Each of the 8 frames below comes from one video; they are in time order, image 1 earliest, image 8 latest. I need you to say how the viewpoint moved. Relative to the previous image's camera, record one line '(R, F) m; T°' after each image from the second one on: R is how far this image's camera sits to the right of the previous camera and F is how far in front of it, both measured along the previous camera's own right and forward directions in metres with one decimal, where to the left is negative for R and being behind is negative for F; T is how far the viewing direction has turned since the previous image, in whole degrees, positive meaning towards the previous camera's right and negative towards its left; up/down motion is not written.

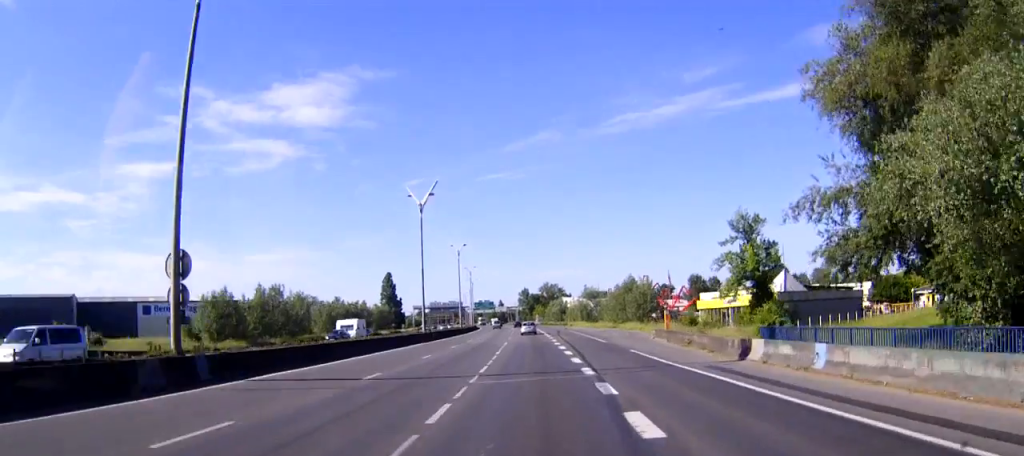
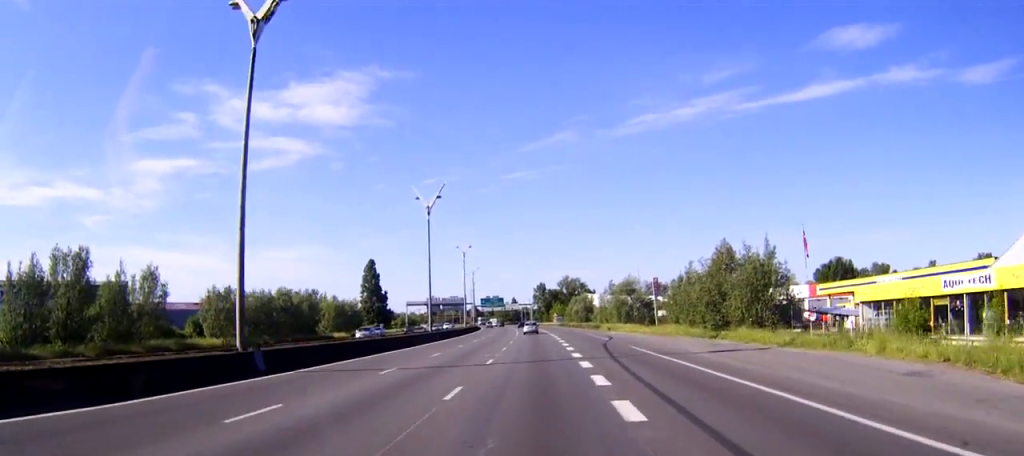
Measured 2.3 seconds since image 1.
(-0.2, +50.9) m; -1°
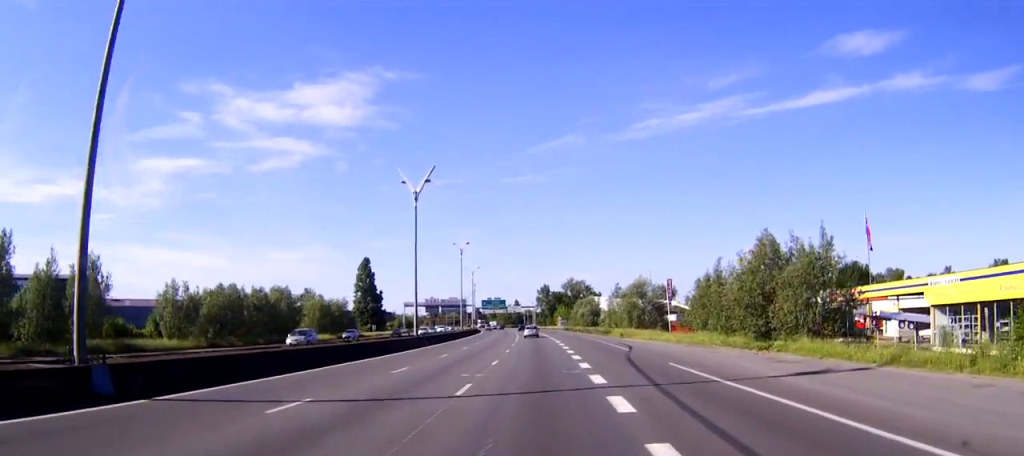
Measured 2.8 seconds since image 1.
(-0.1, +11.0) m; 0°
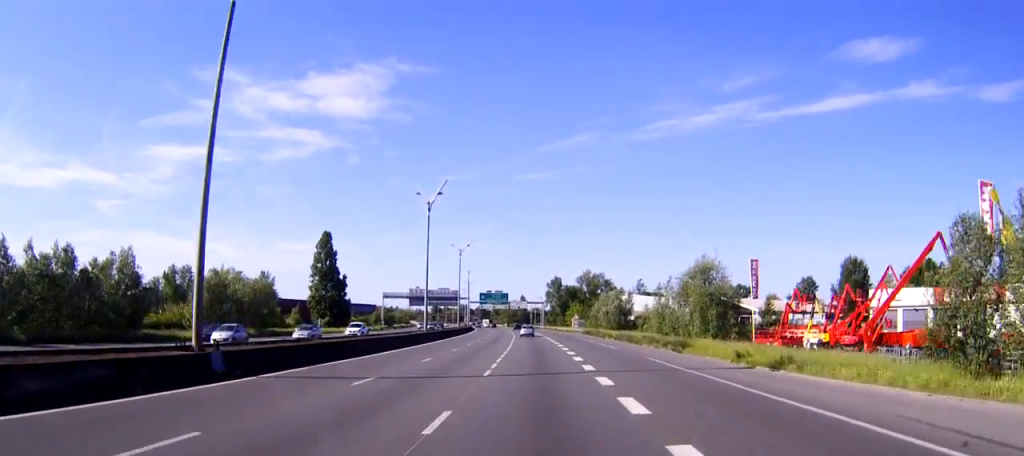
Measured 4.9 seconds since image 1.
(-0.6, +45.7) m; -1°
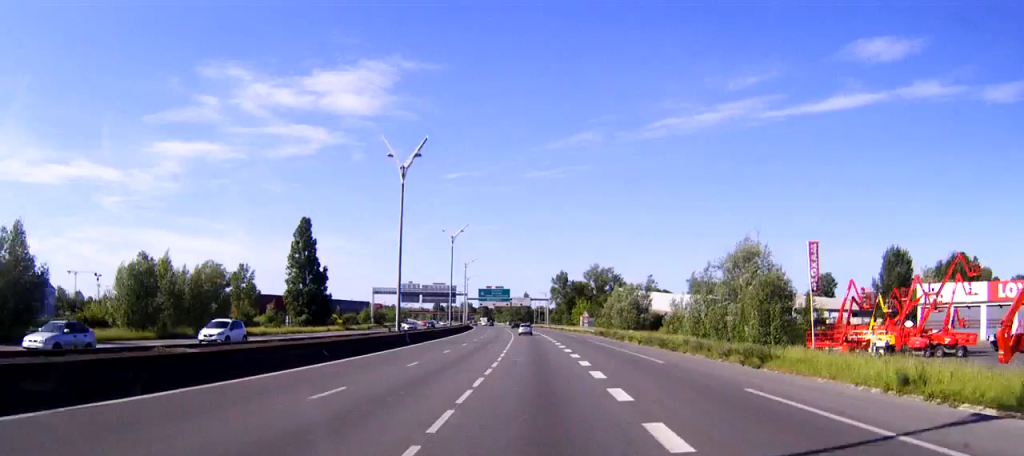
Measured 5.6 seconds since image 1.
(0.0, +17.0) m; 0°
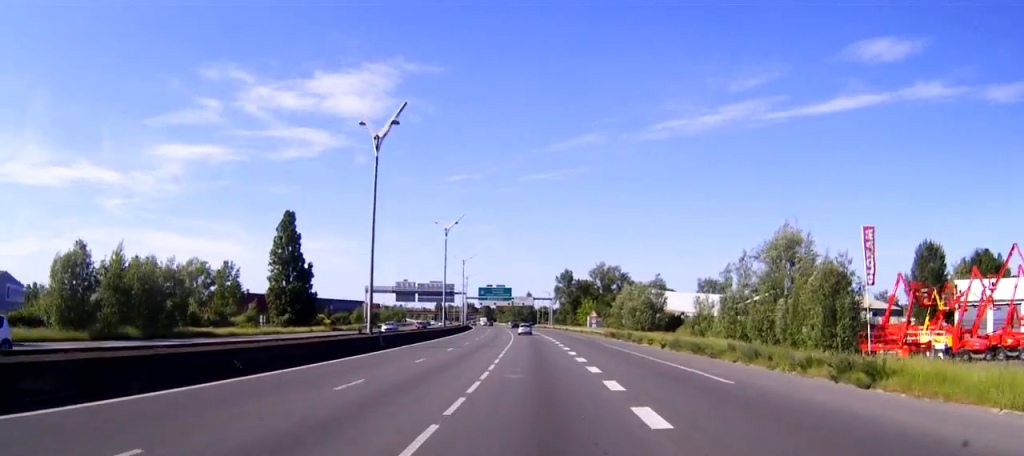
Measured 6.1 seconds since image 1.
(0.0, +11.1) m; 0°
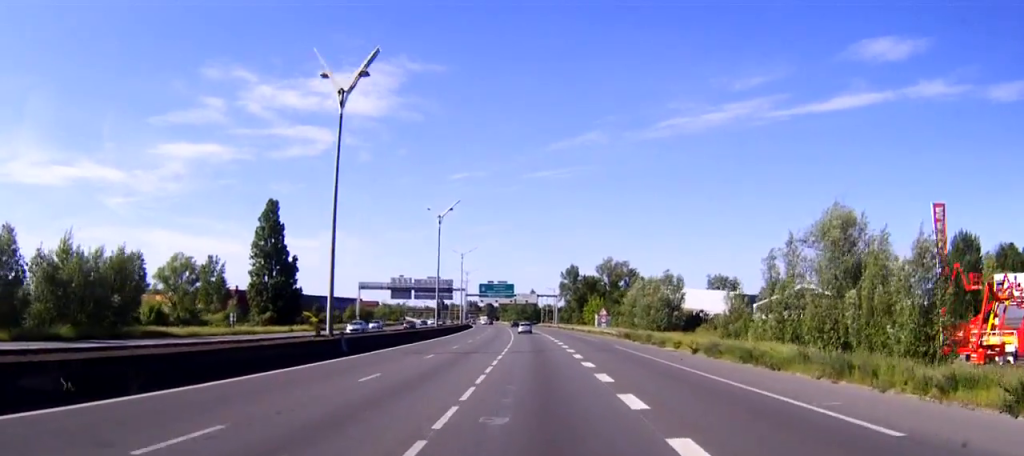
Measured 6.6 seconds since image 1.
(0.0, +10.4) m; 0°
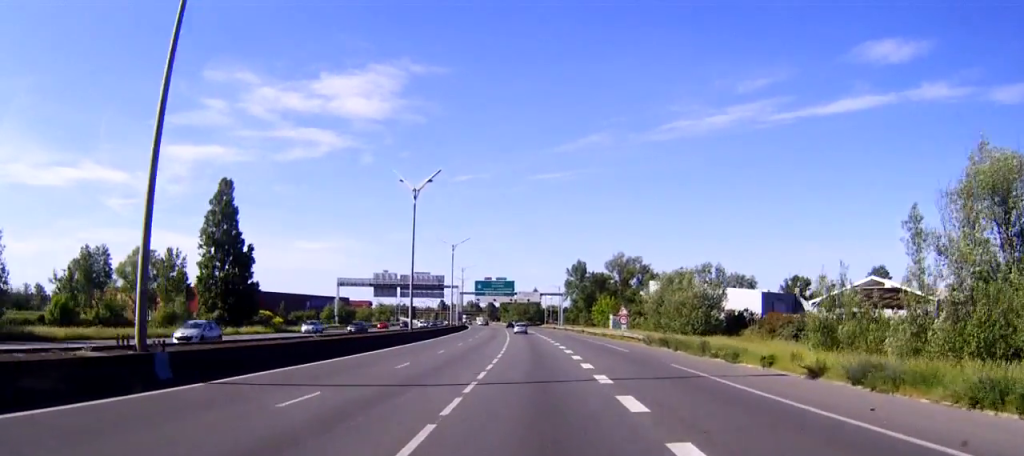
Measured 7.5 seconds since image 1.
(-0.1, +19.9) m; -1°
